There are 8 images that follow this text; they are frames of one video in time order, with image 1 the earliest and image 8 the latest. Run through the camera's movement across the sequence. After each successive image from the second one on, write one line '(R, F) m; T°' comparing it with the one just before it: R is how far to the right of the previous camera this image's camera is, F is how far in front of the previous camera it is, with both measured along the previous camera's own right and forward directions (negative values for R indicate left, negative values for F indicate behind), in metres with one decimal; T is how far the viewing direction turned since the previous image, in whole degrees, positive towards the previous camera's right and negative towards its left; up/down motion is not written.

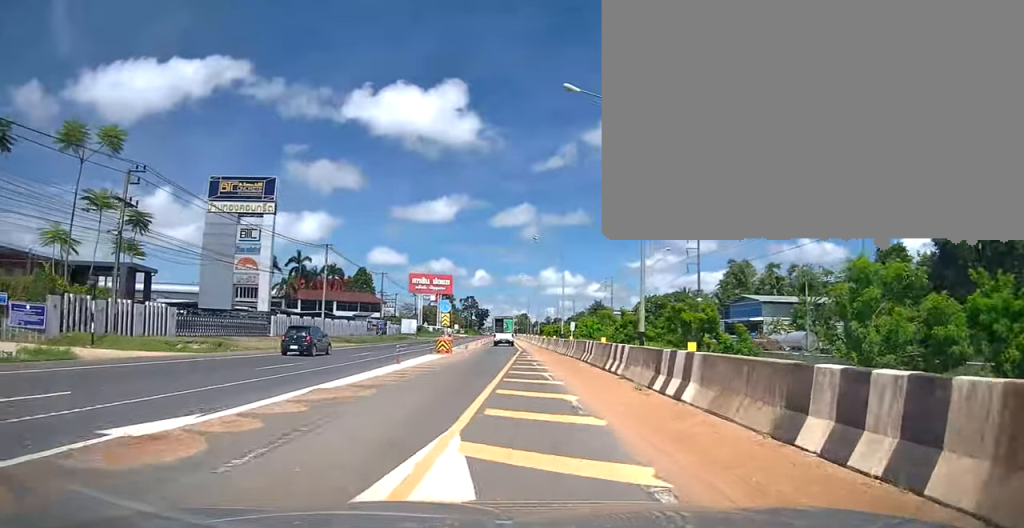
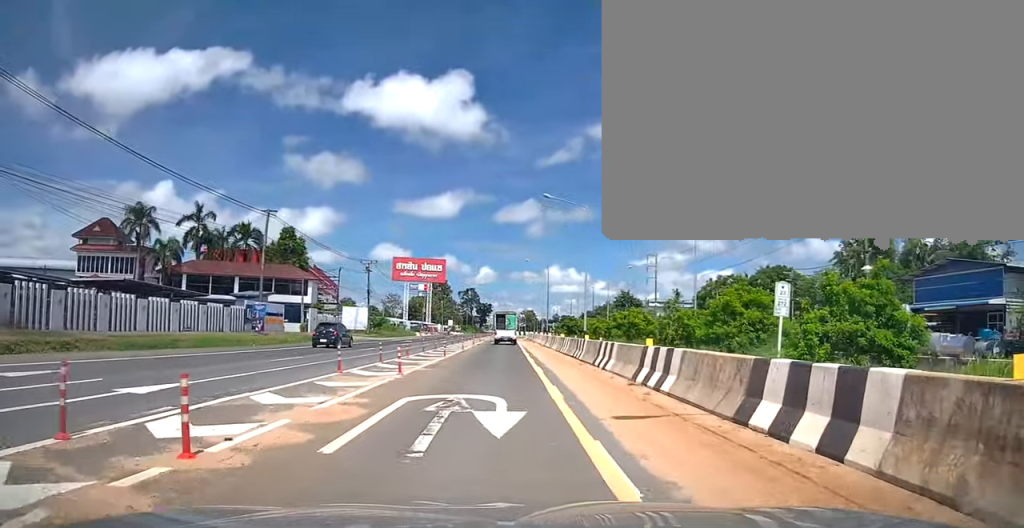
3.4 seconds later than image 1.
(-0.6, +47.6) m; -1°
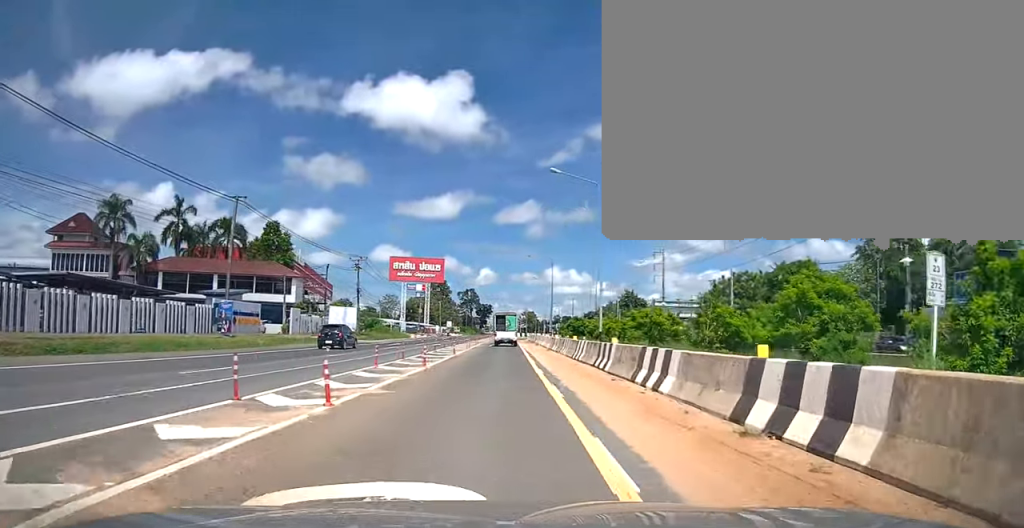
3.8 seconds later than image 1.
(+0.2, +6.0) m; 0°
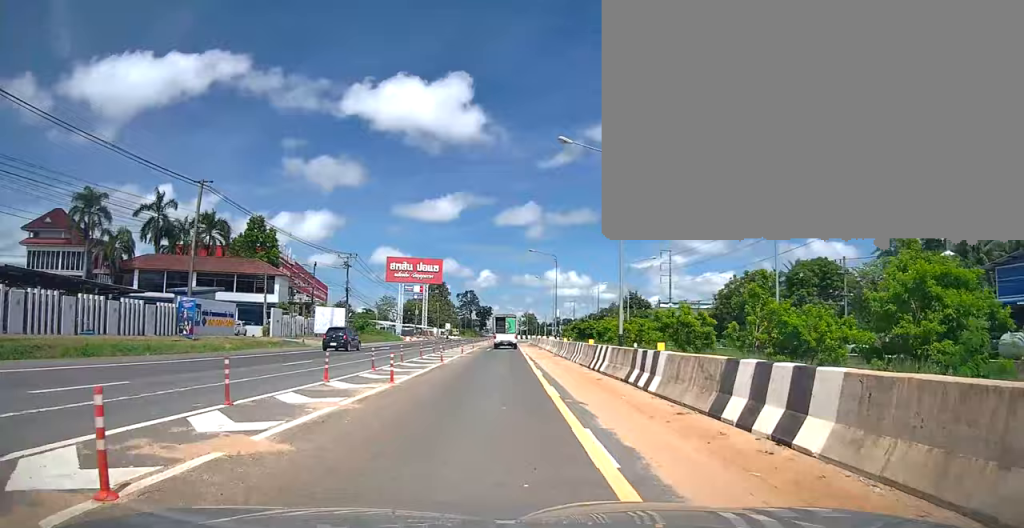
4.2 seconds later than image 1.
(-0.4, +5.5) m; -1°
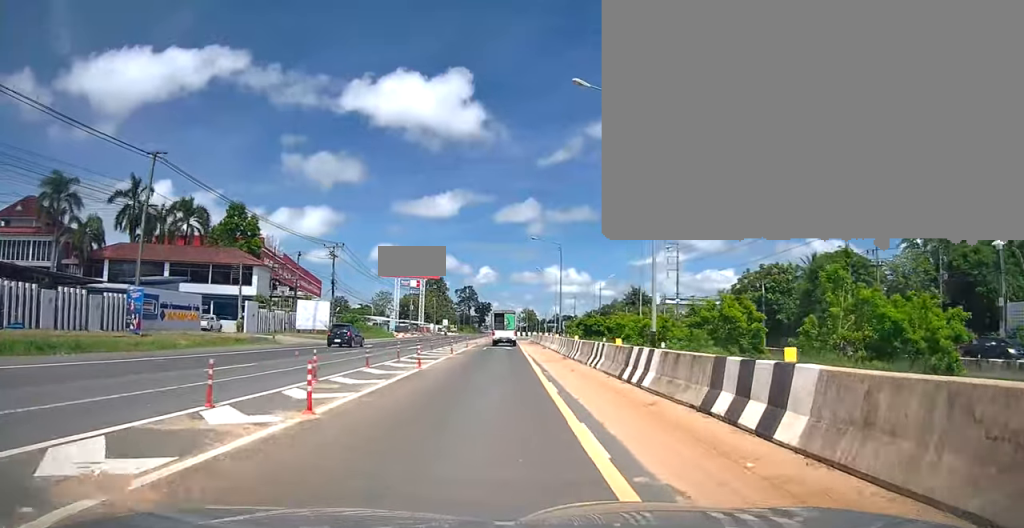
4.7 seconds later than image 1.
(-0.3, +5.7) m; -1°
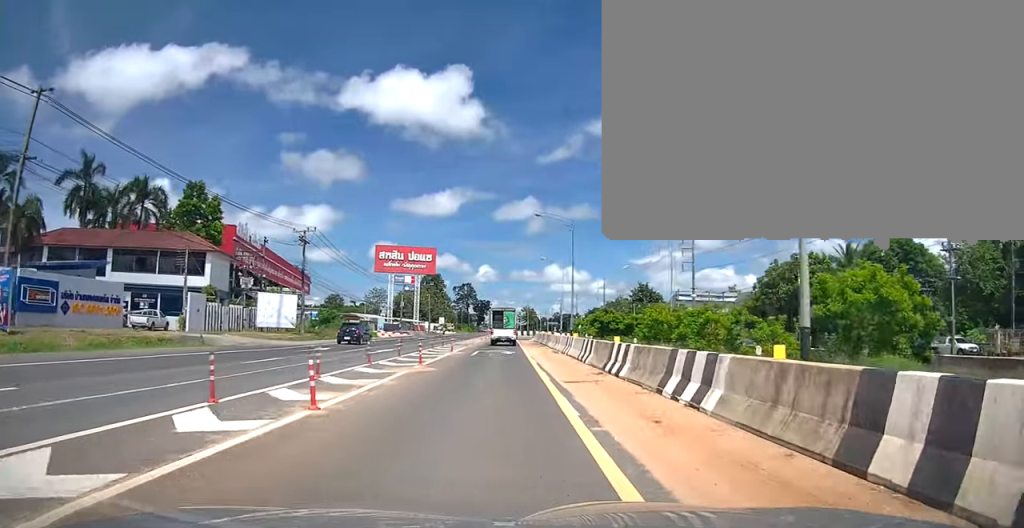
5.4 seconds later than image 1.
(+0.4, +9.8) m; +2°
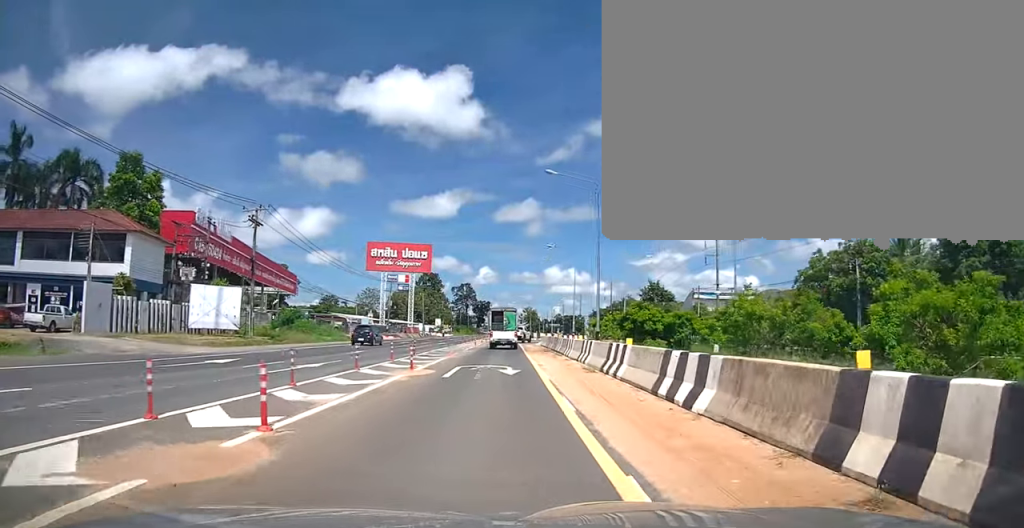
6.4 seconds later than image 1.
(+0.1, +11.9) m; +1°
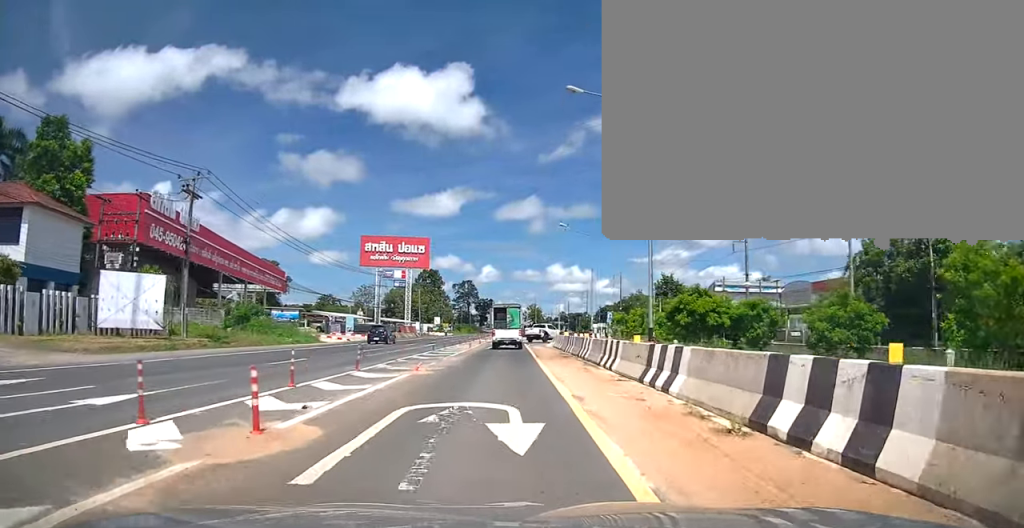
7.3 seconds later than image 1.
(0.0, +10.5) m; -1°
